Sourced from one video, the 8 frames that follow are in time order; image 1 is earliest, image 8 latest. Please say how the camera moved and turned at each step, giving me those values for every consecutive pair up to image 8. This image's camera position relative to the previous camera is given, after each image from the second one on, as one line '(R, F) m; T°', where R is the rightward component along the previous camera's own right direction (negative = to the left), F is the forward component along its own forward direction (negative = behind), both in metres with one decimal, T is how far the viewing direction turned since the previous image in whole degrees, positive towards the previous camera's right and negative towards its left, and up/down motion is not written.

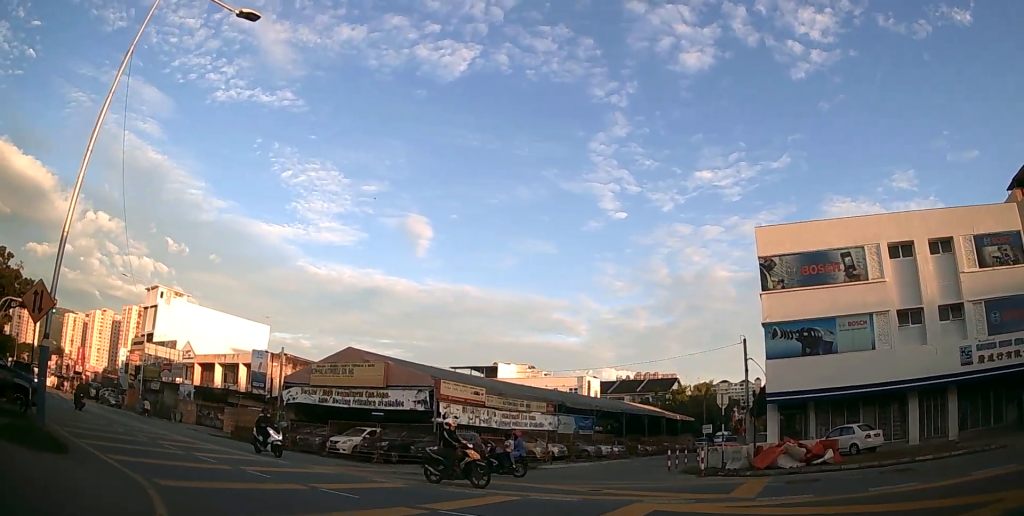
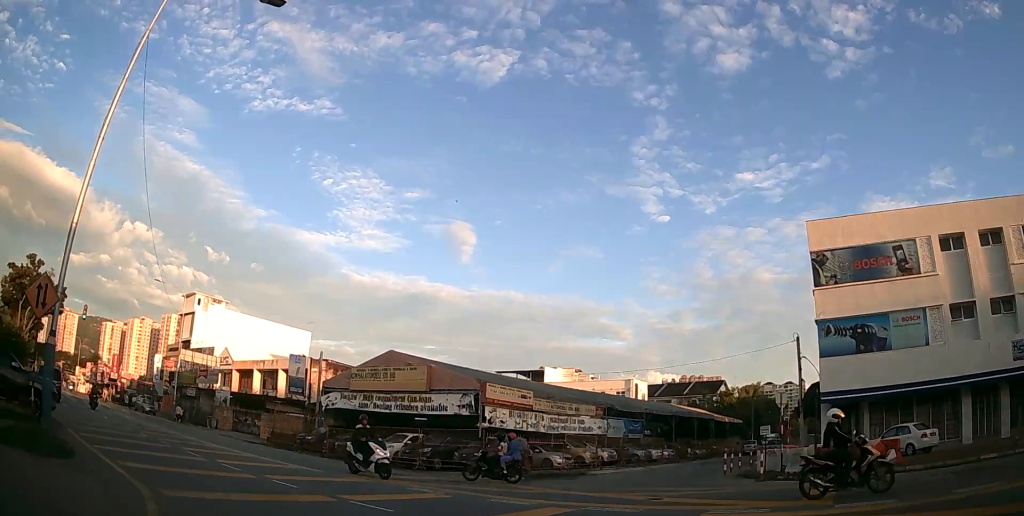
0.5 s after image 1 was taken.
(0.0, +1.2) m; -5°
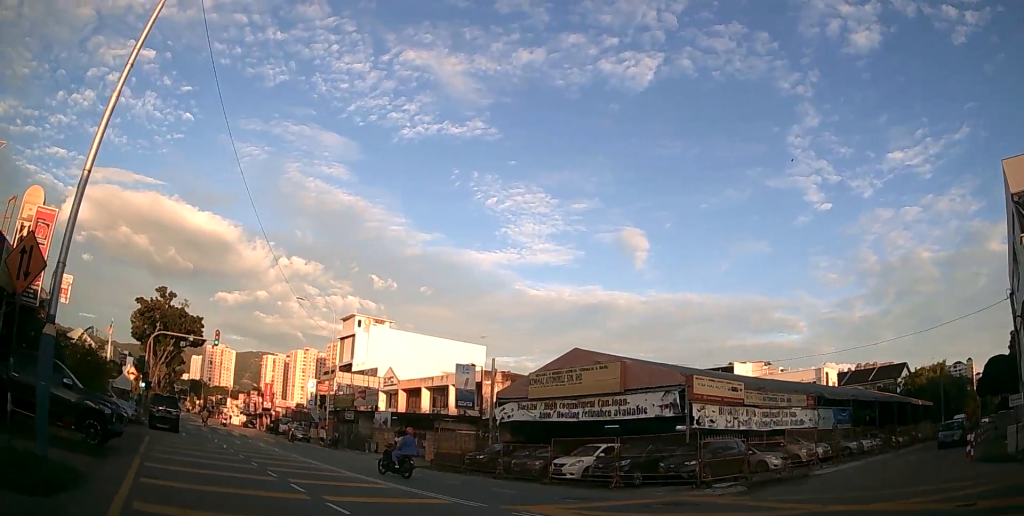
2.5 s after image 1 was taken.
(-0.9, +4.8) m; -20°
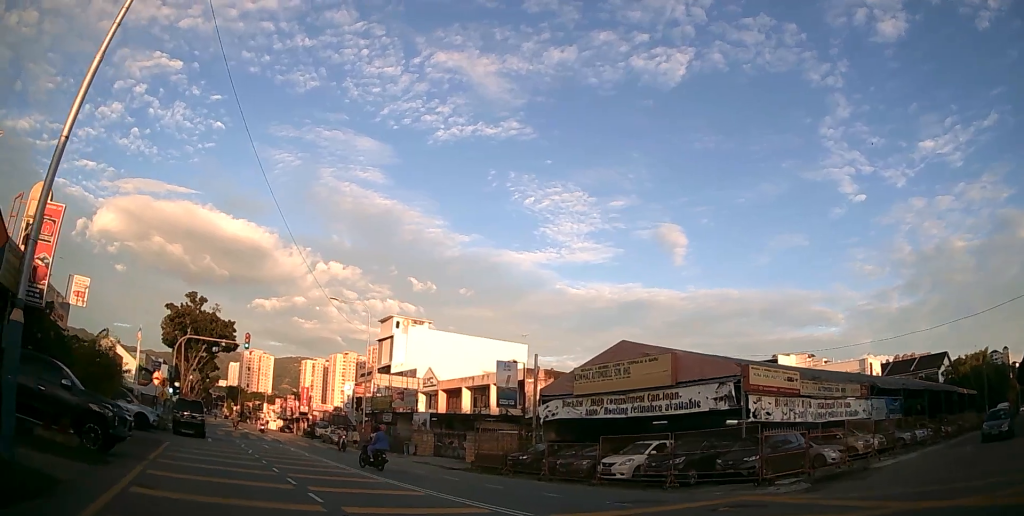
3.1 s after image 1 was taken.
(-0.1, +1.5) m; -2°
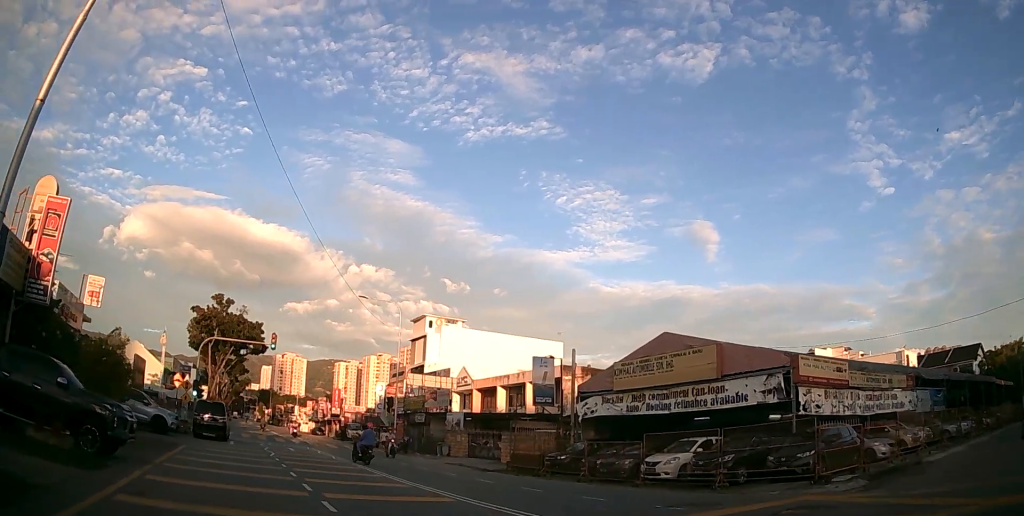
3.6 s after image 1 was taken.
(0.0, +1.2) m; -1°
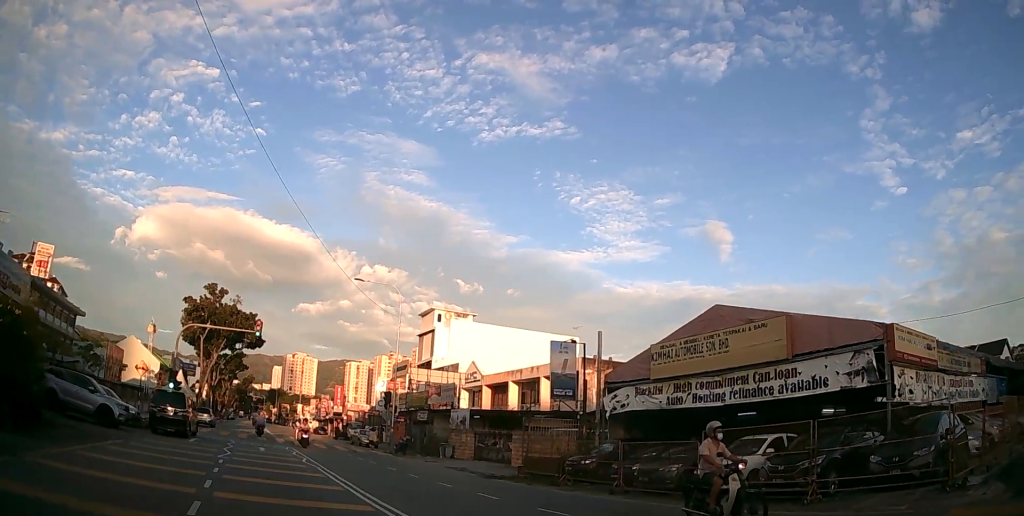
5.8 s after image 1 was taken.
(+0.1, +4.6) m; +14°
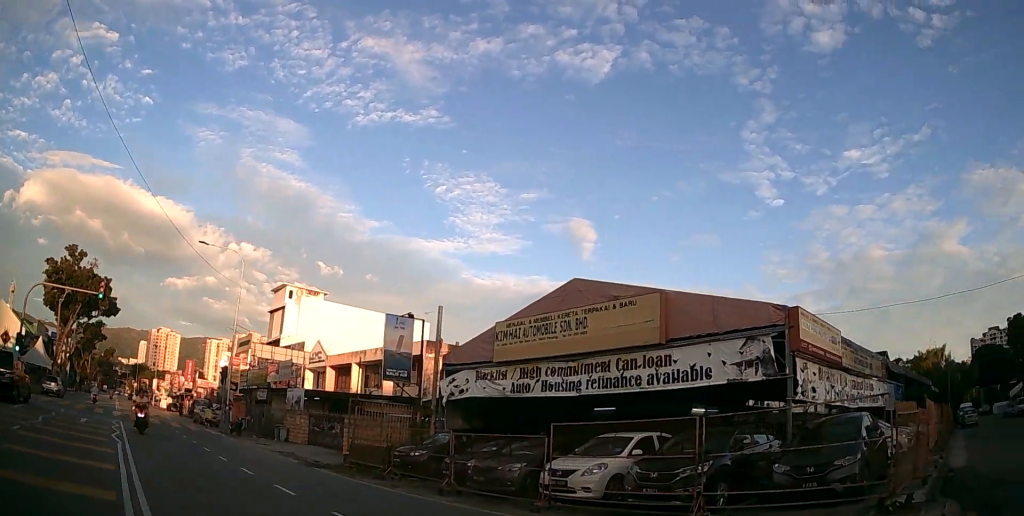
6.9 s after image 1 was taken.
(+0.4, +2.3) m; +24°
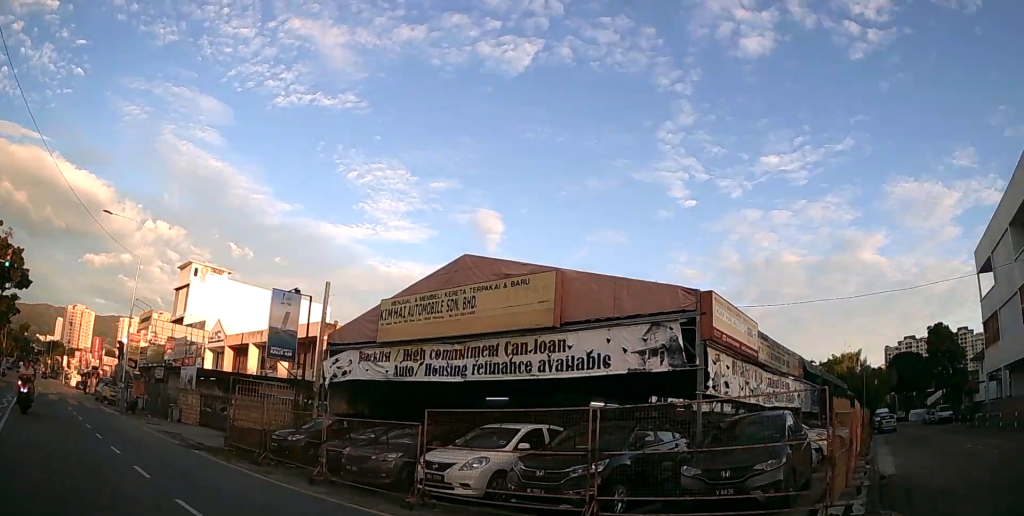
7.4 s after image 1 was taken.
(0.0, +1.0) m; +11°
